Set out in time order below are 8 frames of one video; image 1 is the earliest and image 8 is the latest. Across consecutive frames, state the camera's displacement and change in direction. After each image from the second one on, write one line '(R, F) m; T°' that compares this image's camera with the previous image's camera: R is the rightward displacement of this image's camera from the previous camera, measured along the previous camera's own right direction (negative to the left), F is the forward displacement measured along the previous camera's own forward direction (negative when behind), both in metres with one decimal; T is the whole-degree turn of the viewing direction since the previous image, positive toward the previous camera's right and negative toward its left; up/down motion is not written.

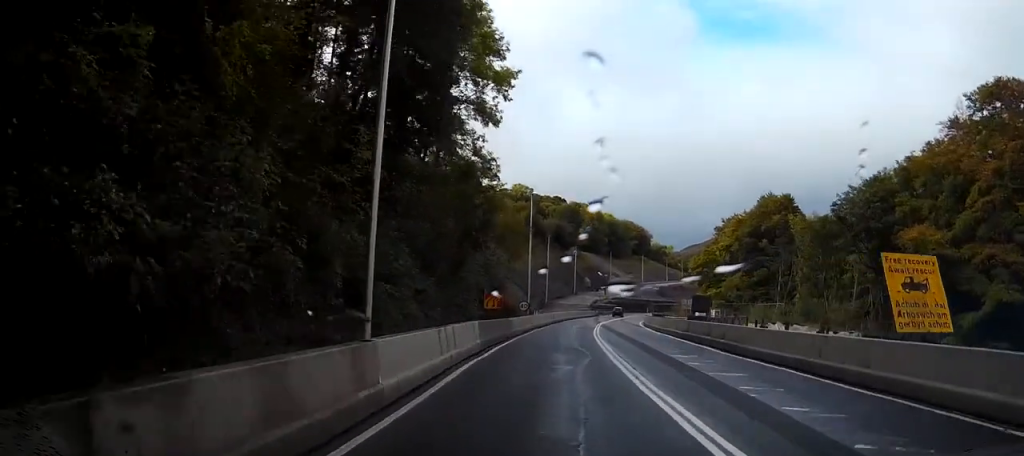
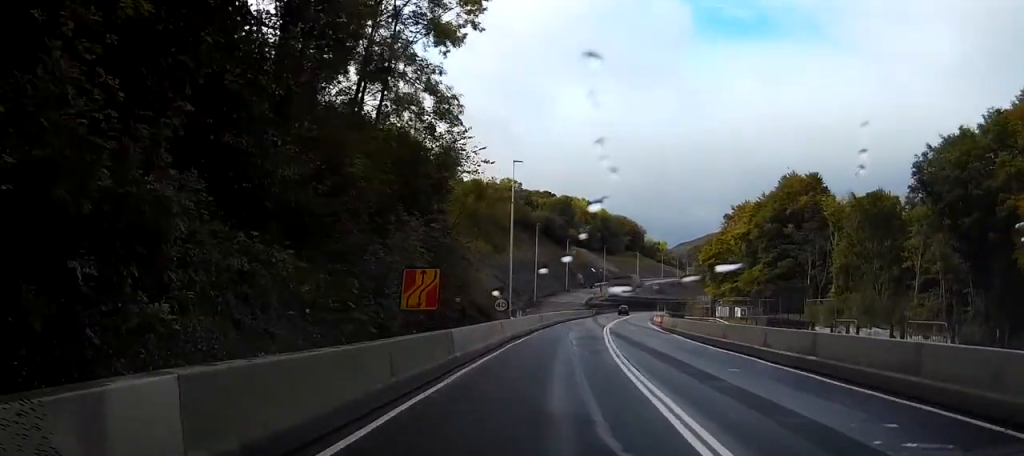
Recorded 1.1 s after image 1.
(0.0, +16.9) m; 0°
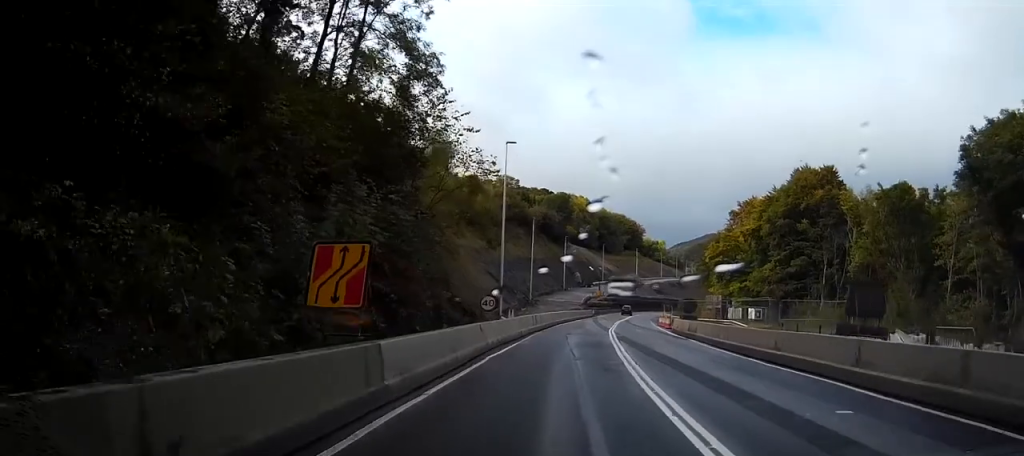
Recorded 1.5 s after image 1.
(0.0, +6.5) m; 0°
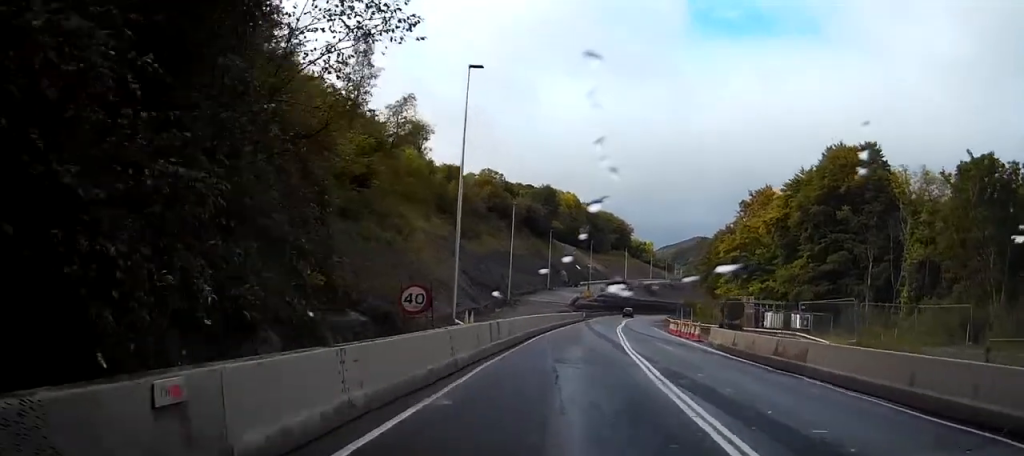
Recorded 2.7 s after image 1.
(0.0, +17.1) m; +1°
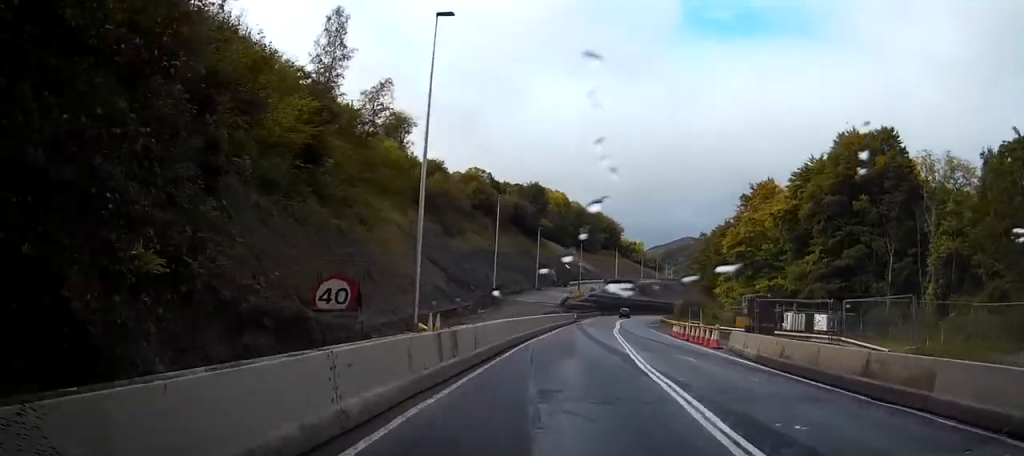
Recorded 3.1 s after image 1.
(-0.1, +7.1) m; +1°
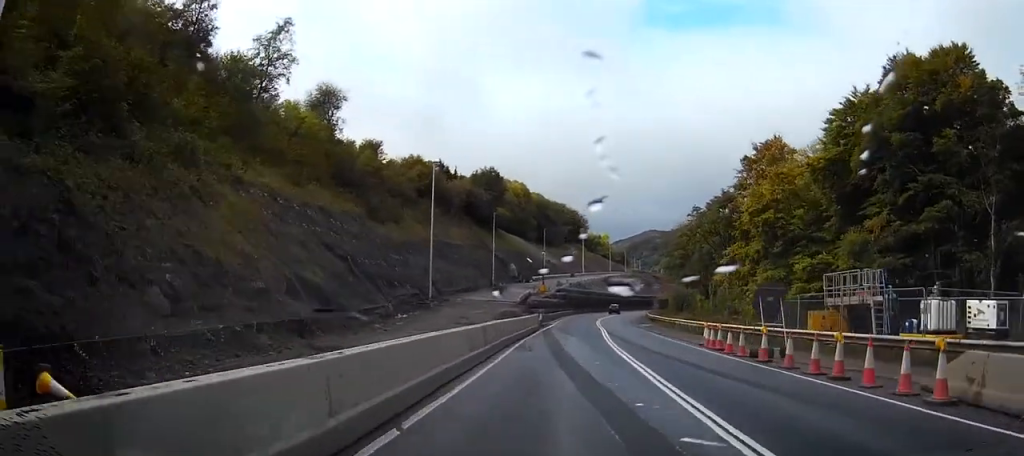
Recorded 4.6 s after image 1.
(+1.1, +21.9) m; +4°
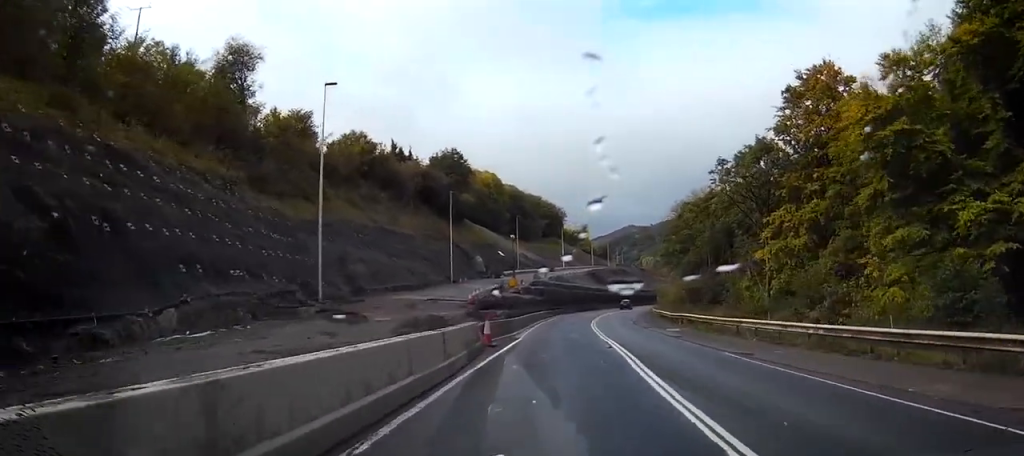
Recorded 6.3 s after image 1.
(+0.7, +25.3) m; +2°
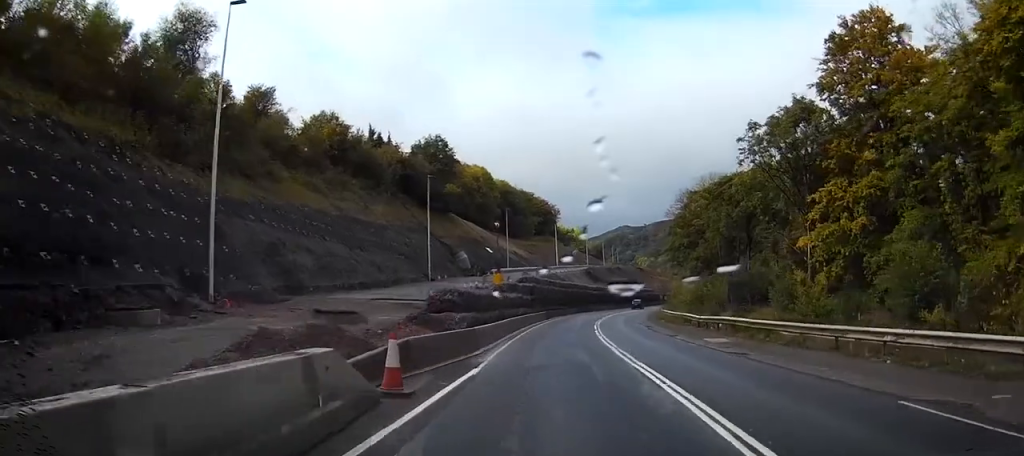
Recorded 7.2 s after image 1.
(+0.1, +12.6) m; -2°
